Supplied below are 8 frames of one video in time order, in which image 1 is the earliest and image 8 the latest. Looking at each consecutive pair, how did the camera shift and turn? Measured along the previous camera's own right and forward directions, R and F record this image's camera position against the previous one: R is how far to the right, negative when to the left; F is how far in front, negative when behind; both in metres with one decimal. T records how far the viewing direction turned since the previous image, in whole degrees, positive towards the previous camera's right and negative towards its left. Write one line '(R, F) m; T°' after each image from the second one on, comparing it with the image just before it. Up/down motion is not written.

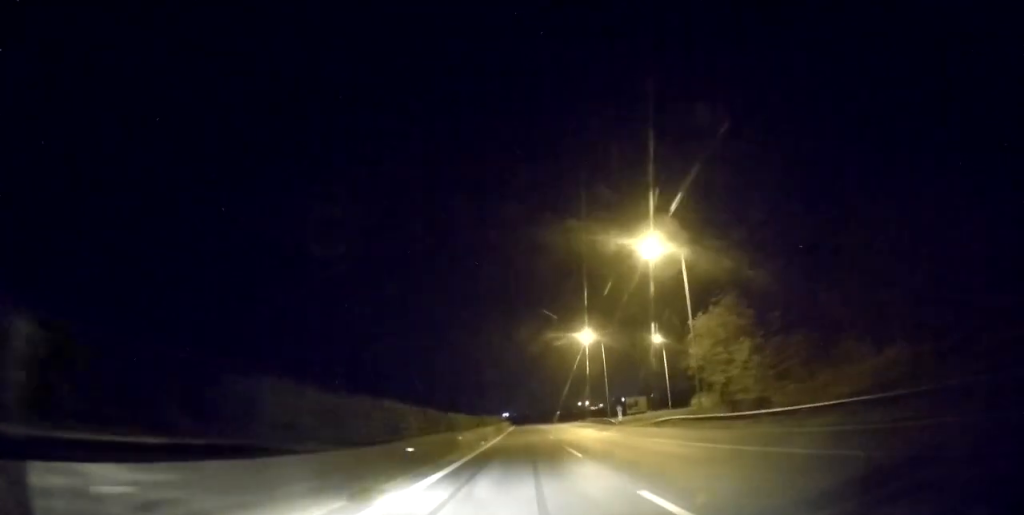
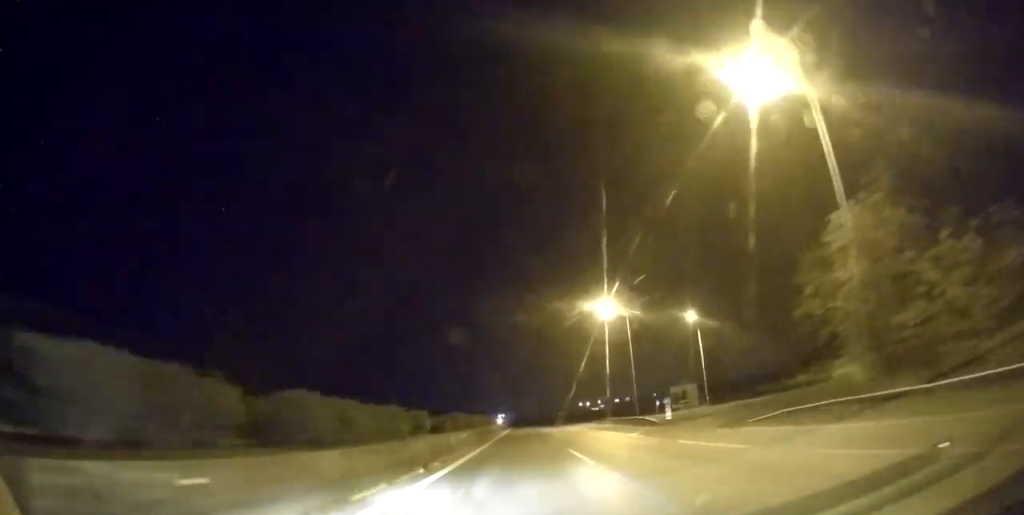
(-0.1, +21.9) m; 0°
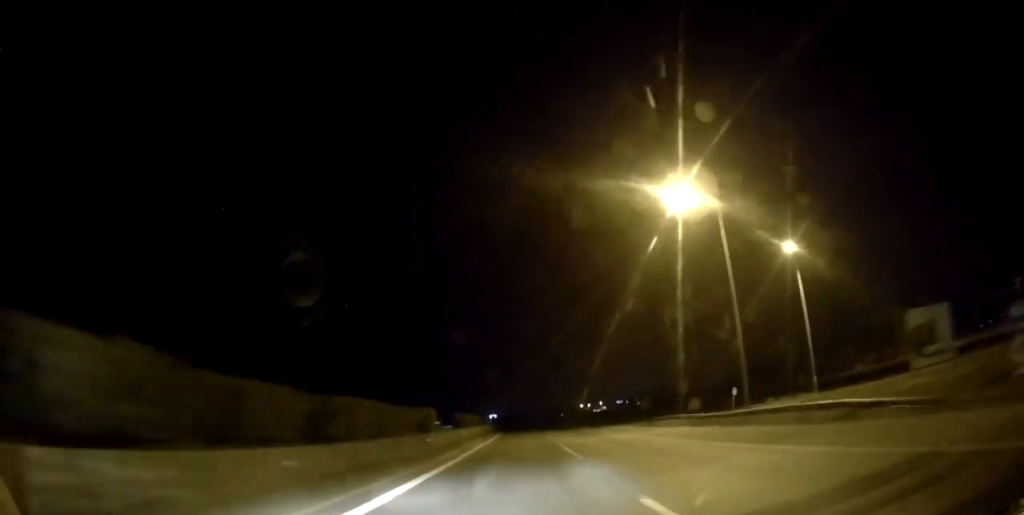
(0.0, +32.3) m; 0°
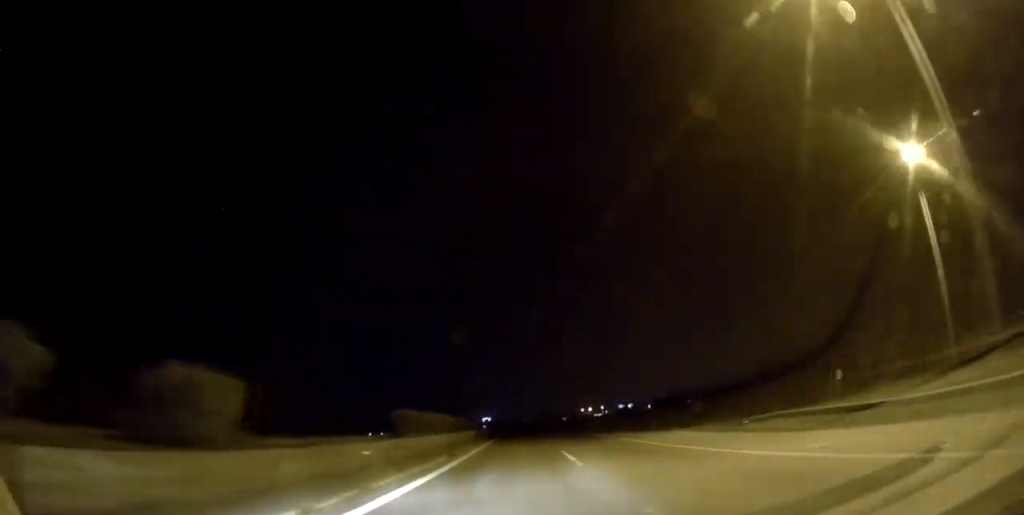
(+0.4, +19.3) m; 0°
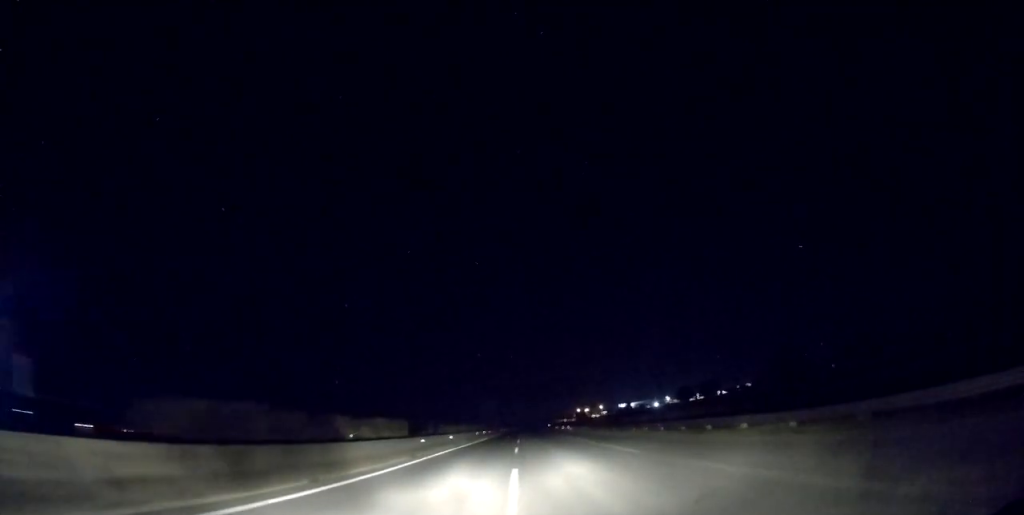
(+0.8, +115.6) m; +1°
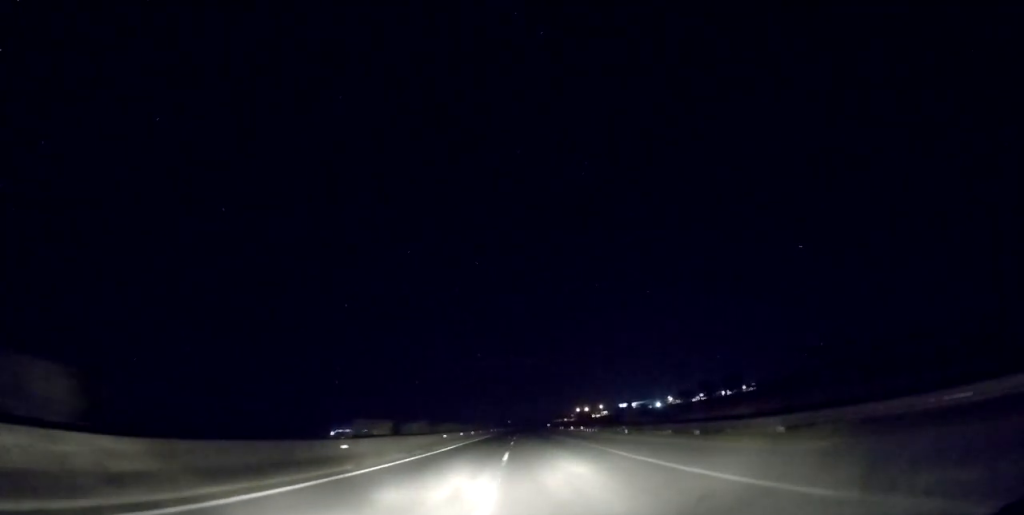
(0.0, +24.7) m; 0°
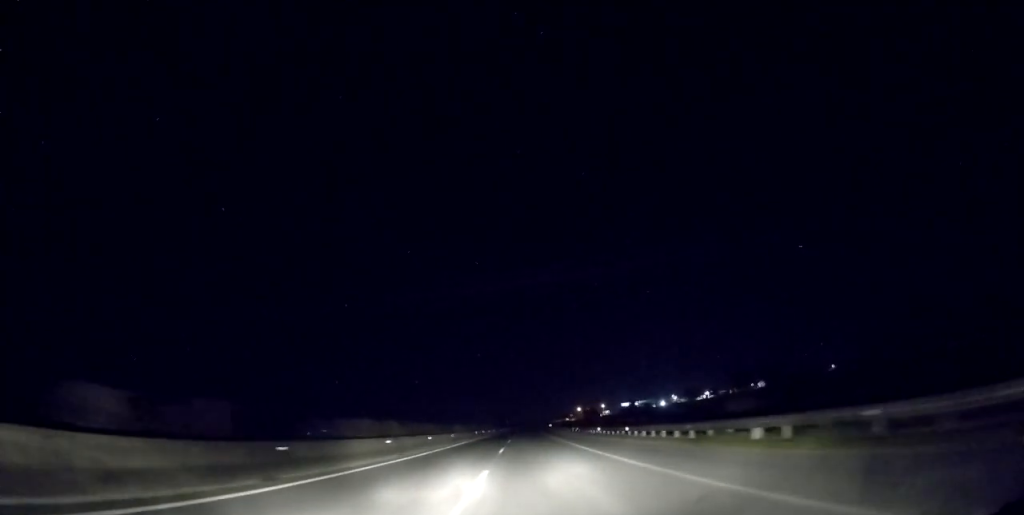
(-0.1, +28.6) m; 0°
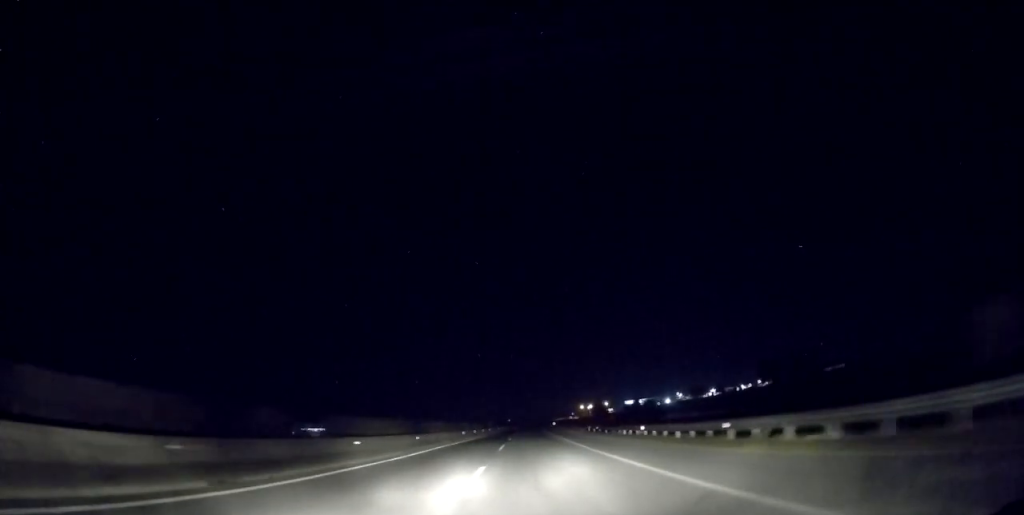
(0.0, +16.8) m; 0°
